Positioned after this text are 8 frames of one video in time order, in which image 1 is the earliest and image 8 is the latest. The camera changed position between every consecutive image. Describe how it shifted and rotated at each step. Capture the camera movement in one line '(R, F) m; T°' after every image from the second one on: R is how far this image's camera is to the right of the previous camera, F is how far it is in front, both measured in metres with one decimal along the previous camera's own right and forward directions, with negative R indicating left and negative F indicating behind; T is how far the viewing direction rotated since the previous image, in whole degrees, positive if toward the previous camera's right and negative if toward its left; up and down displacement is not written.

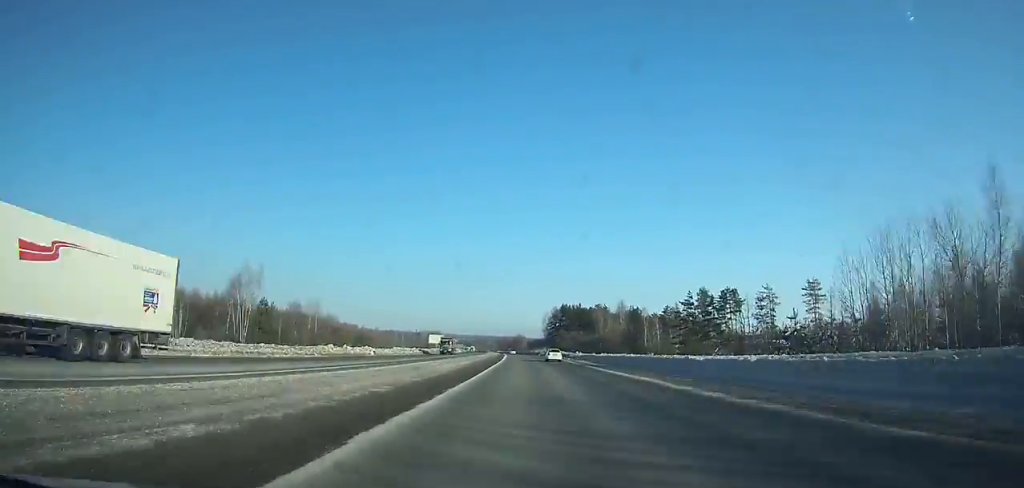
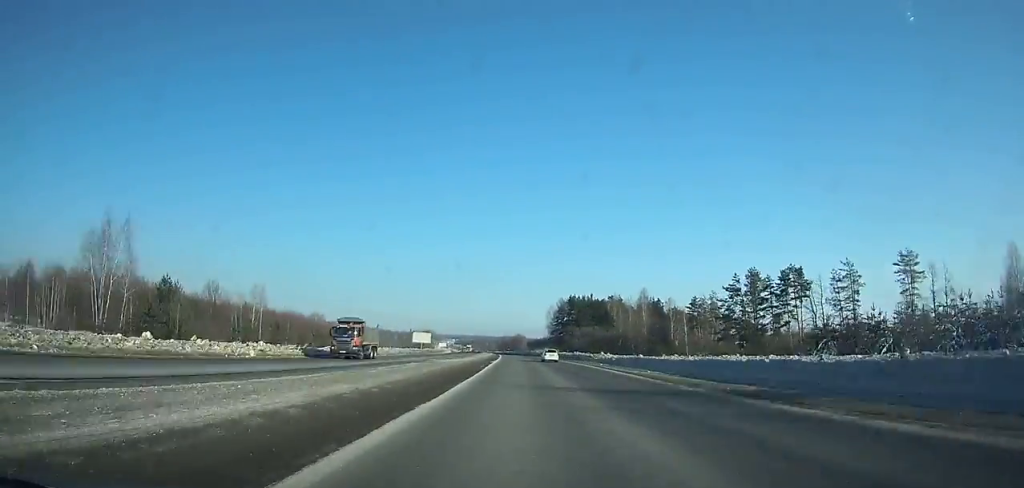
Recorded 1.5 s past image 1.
(-0.2, +34.7) m; 0°
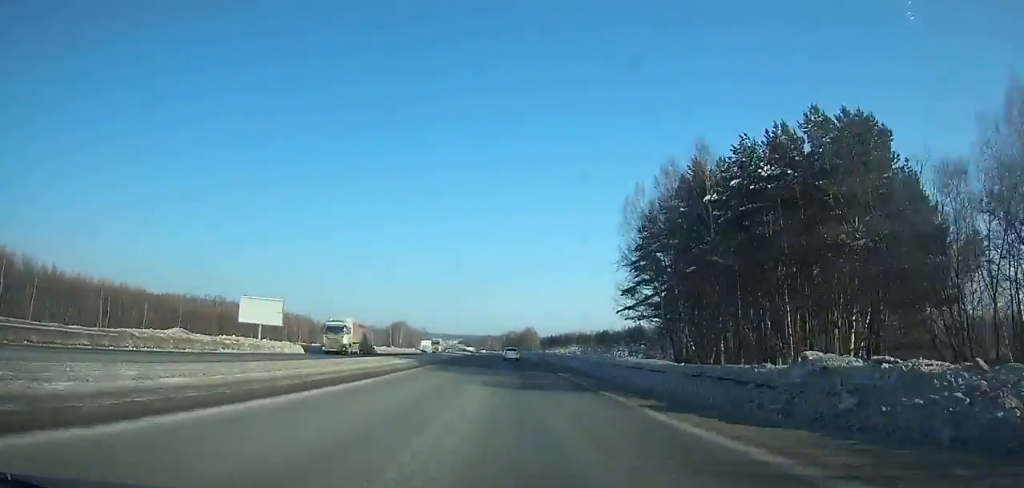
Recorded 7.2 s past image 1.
(-0.8, +126.2) m; -2°
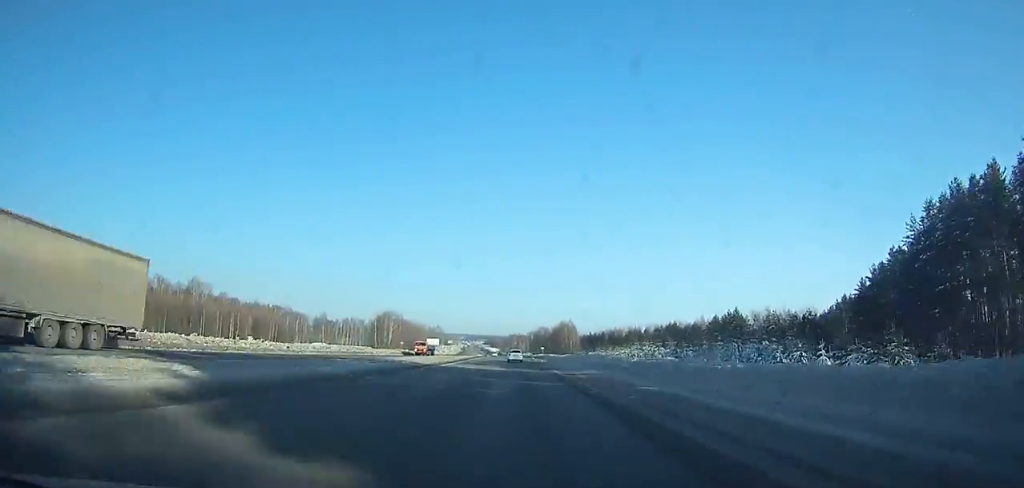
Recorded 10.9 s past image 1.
(-1.7, +79.2) m; -2°
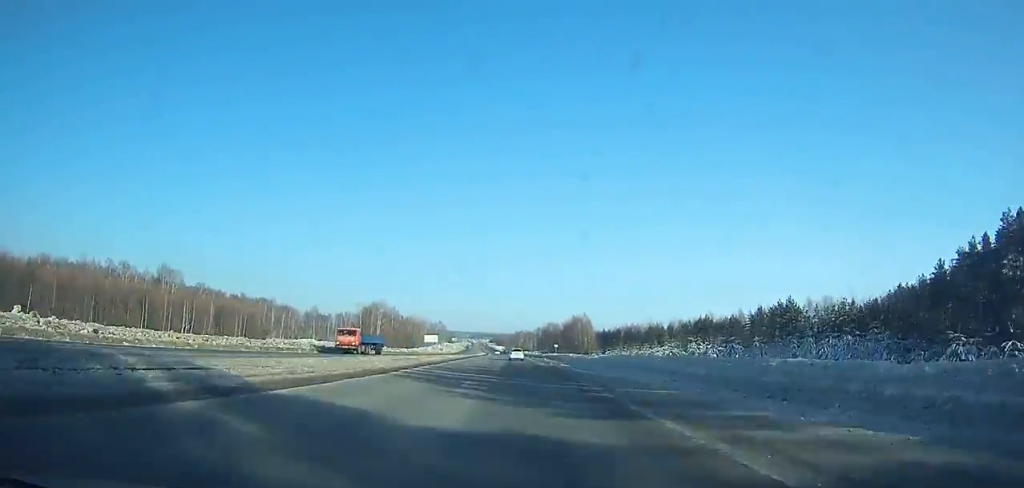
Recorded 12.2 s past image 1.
(-0.3, +27.6) m; -1°
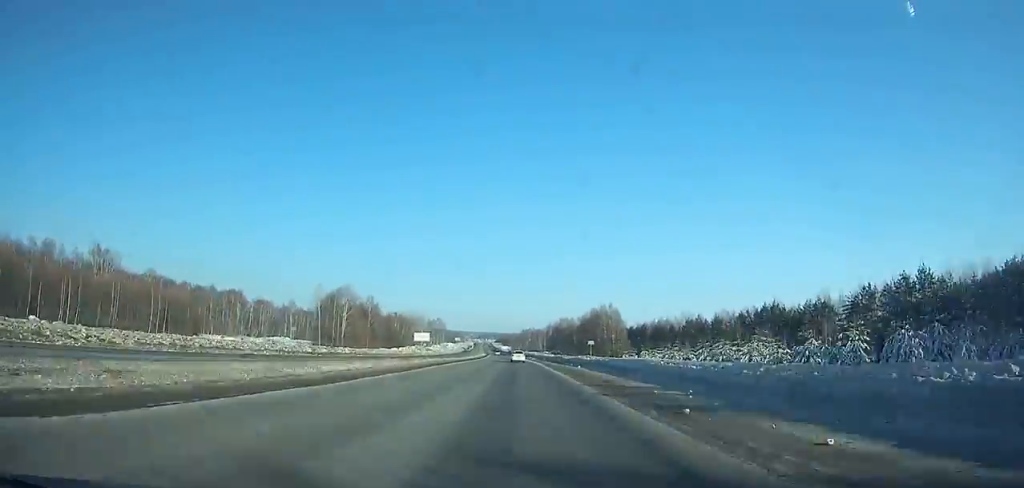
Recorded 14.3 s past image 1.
(-0.4, +44.6) m; -1°
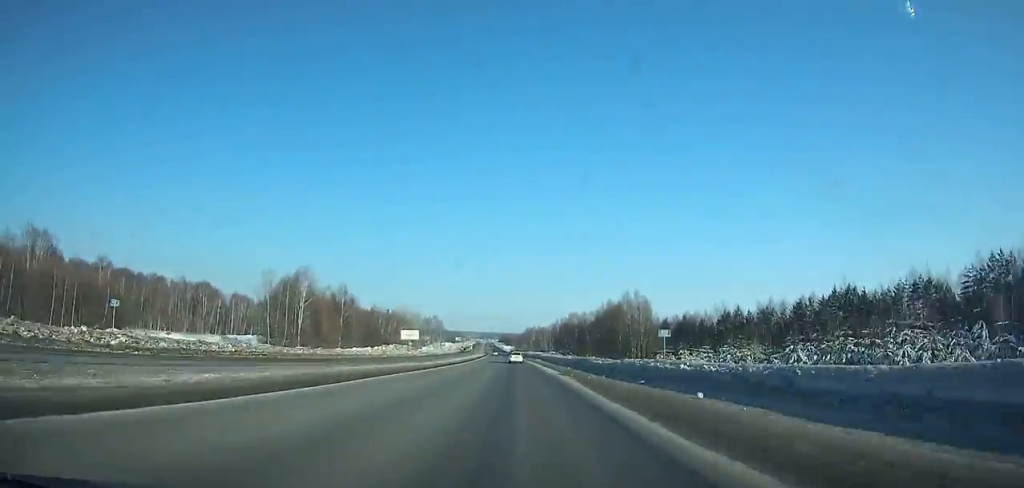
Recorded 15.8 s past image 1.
(-0.1, +31.8) m; 0°
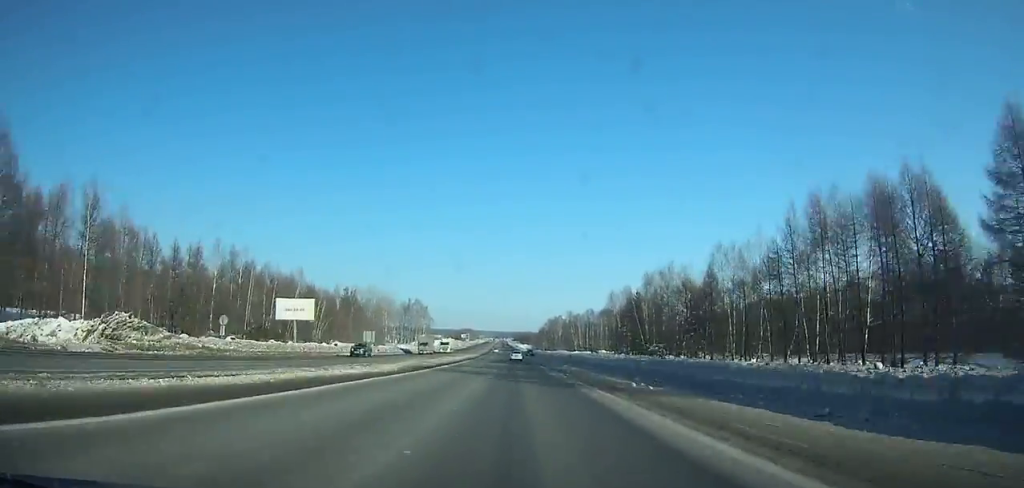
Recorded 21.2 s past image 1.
(-1.7, +115.3) m; -2°
